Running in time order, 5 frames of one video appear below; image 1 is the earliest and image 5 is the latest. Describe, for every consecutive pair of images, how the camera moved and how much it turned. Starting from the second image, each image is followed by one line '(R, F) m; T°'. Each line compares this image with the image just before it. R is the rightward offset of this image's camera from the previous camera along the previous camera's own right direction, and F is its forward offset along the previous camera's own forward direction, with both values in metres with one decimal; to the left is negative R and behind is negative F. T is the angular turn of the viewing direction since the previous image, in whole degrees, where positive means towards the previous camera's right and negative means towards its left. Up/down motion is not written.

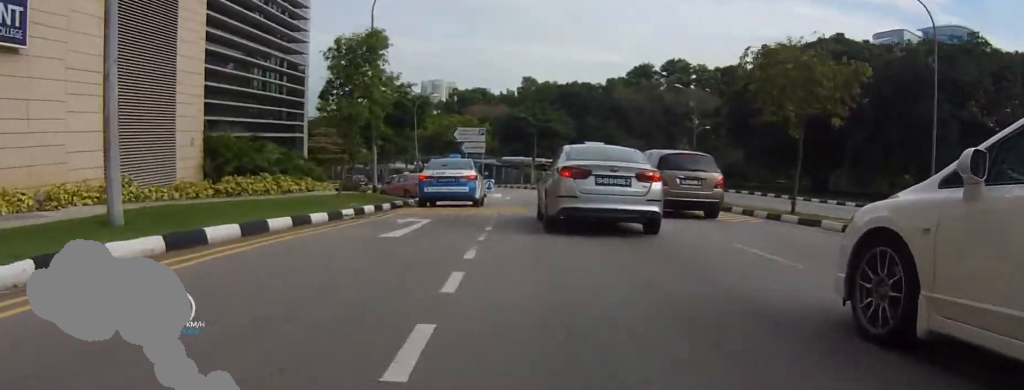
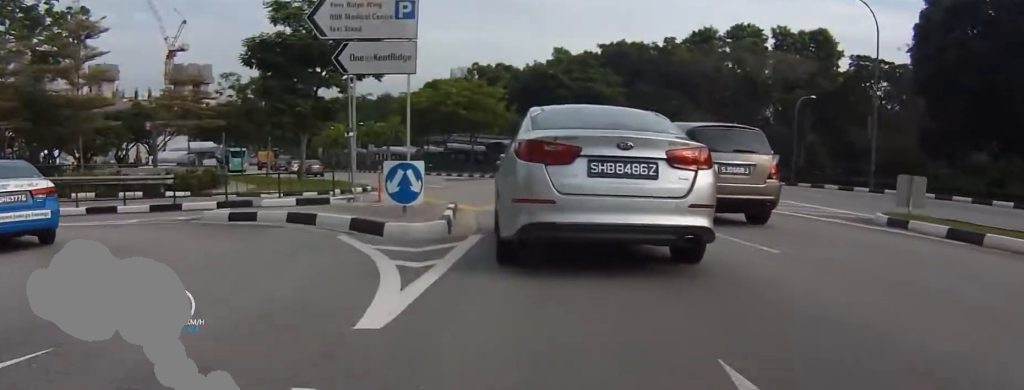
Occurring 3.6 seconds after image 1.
(-5.1, +23.6) m; -15°
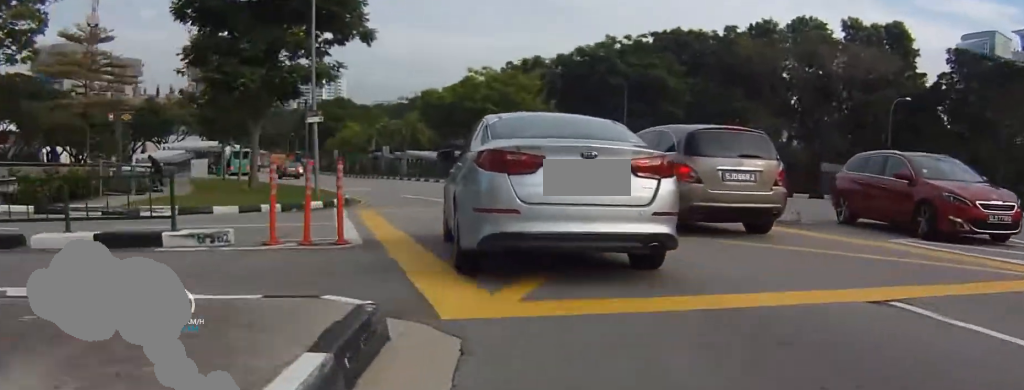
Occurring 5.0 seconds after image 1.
(-0.4, +8.5) m; -1°
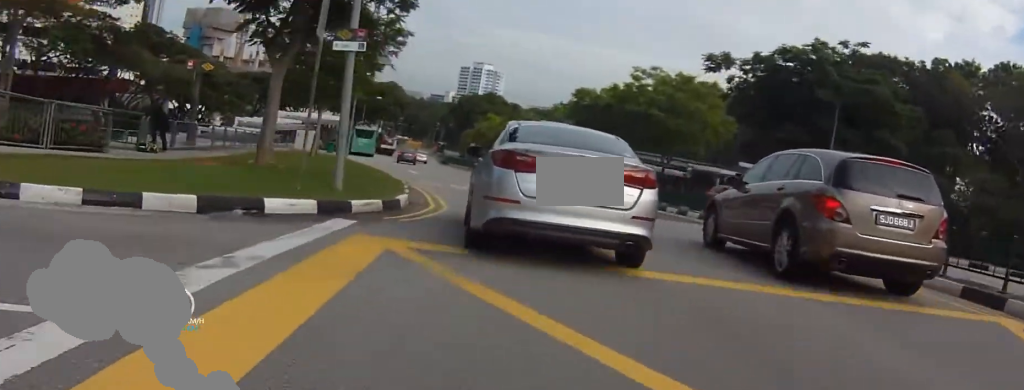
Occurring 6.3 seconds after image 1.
(+1.2, +7.7) m; +4°
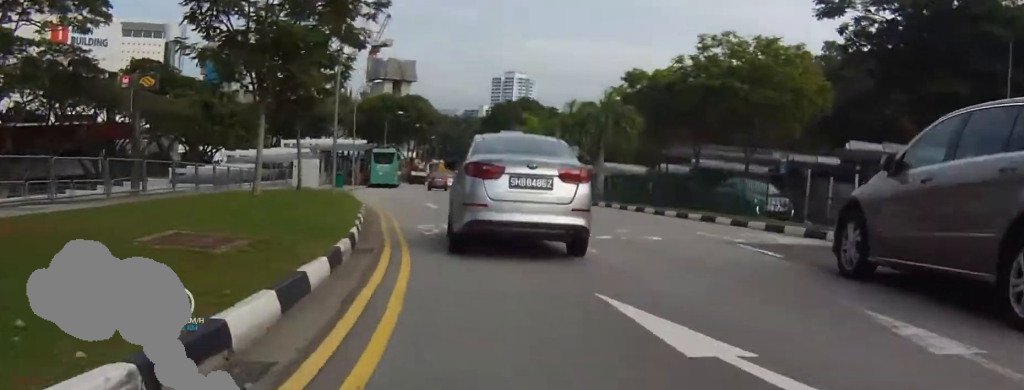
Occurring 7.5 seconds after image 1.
(-0.8, +8.1) m; +2°
